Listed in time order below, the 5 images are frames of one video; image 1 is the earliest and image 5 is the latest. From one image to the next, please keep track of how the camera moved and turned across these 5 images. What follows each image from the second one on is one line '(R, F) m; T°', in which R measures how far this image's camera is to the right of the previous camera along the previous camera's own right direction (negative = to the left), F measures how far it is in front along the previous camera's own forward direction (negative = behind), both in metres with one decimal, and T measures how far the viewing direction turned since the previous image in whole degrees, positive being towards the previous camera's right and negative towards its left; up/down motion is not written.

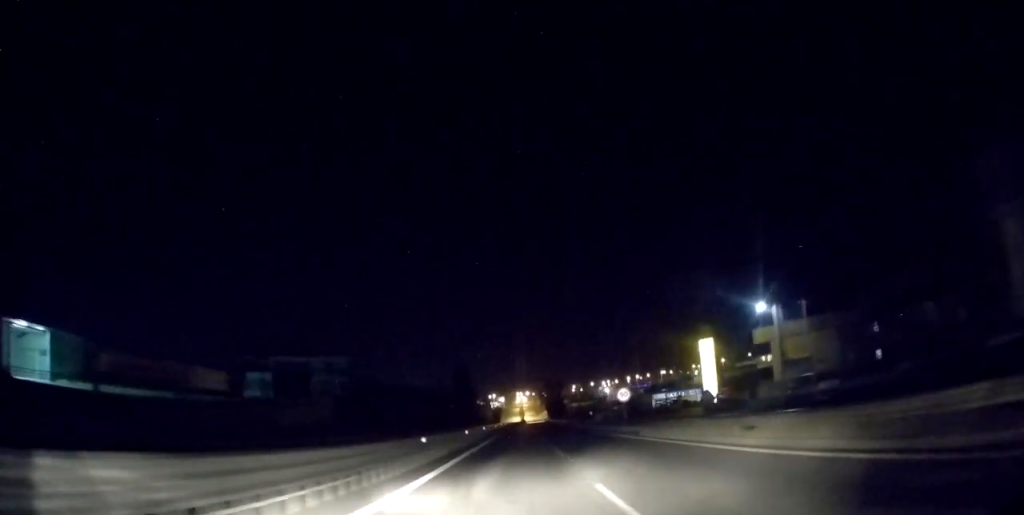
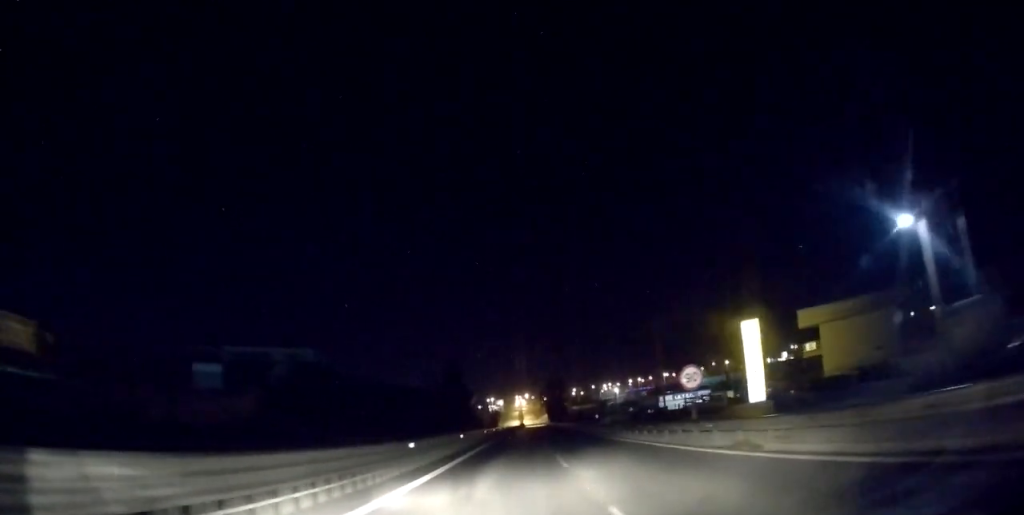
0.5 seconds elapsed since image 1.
(+0.1, +14.7) m; 0°
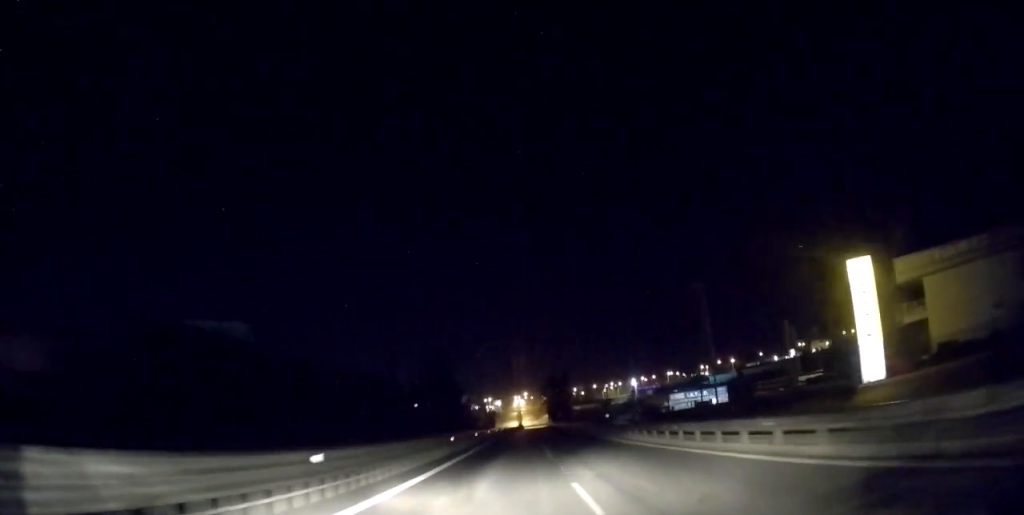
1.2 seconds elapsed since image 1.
(+0.1, +20.8) m; 0°
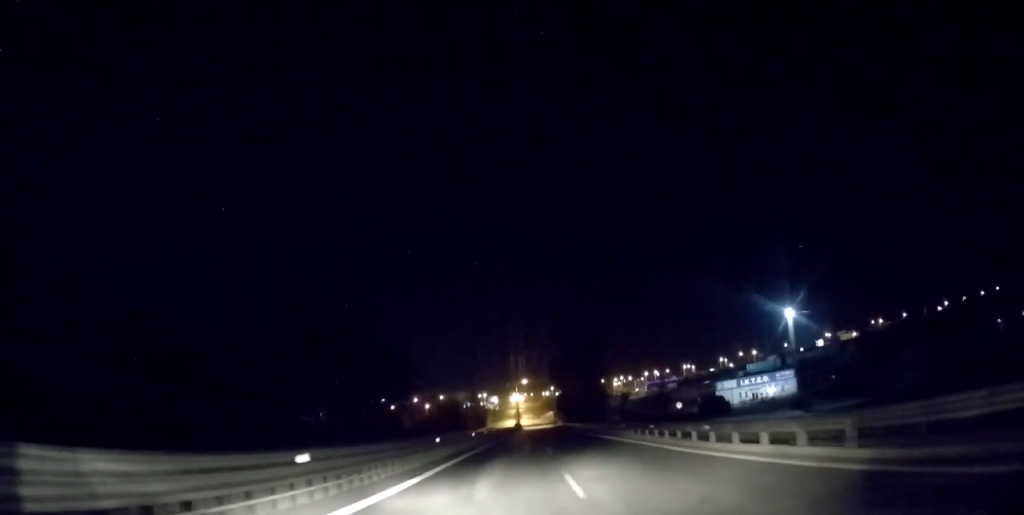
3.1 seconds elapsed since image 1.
(-0.6, +58.8) m; 0°
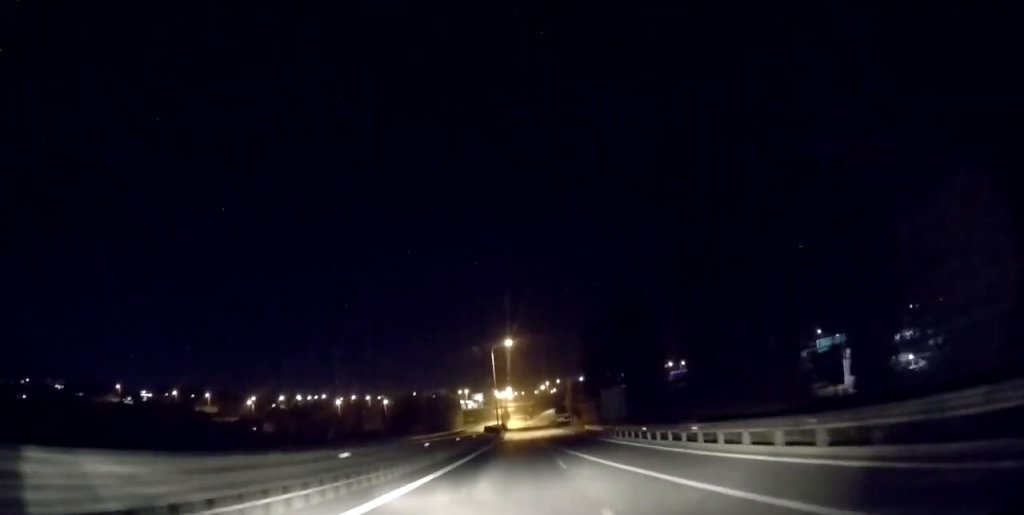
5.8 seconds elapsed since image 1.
(+0.7, +79.0) m; 0°
